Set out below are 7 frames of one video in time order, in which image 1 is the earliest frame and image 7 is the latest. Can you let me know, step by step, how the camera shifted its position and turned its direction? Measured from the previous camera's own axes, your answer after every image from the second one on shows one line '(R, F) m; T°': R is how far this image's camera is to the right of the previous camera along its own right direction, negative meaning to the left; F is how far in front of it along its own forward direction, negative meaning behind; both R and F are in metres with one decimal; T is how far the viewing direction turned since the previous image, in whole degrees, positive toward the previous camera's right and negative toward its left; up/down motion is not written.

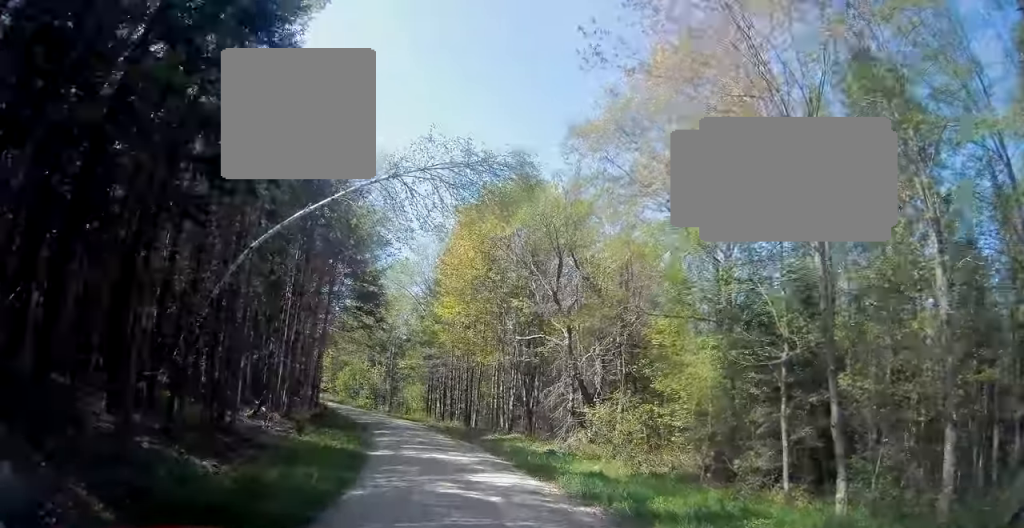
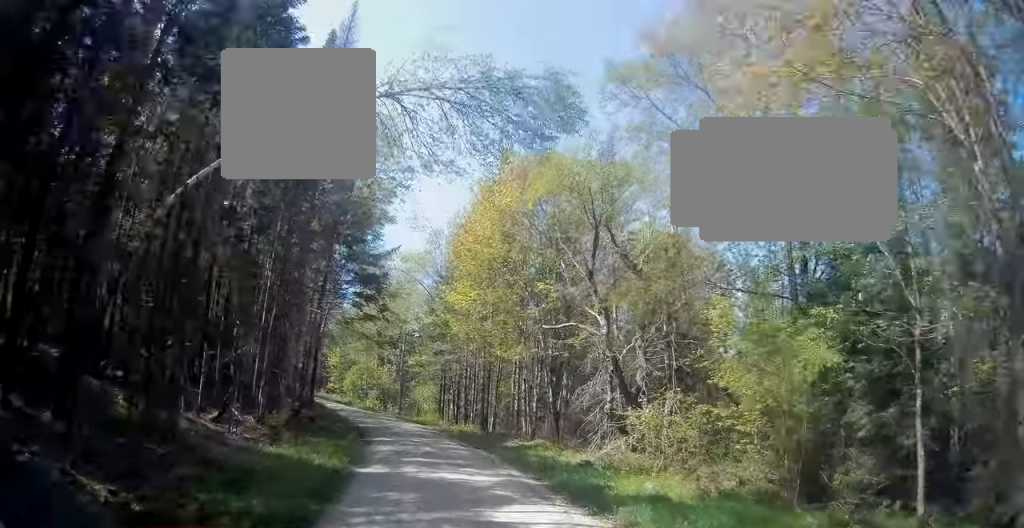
(-0.2, +4.3) m; -1°
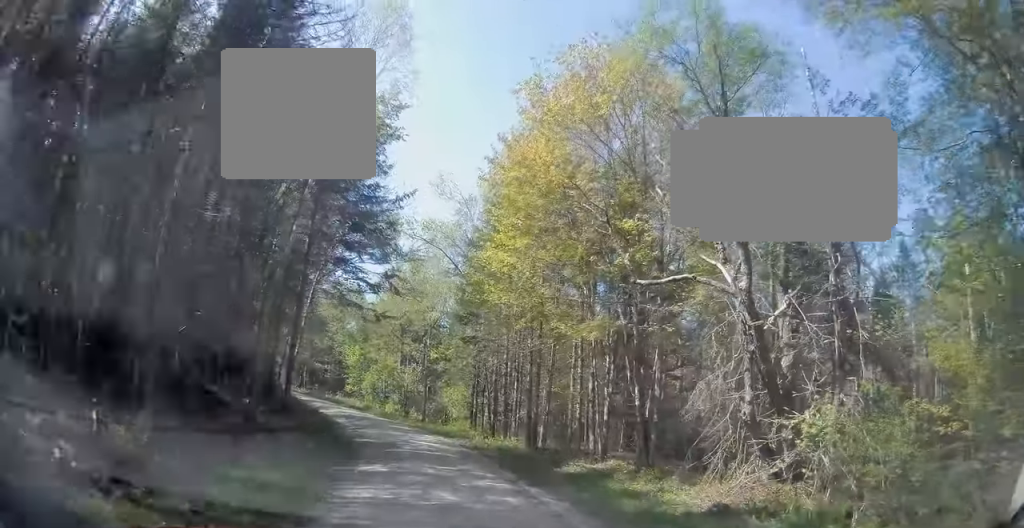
(-0.3, +8.9) m; -2°
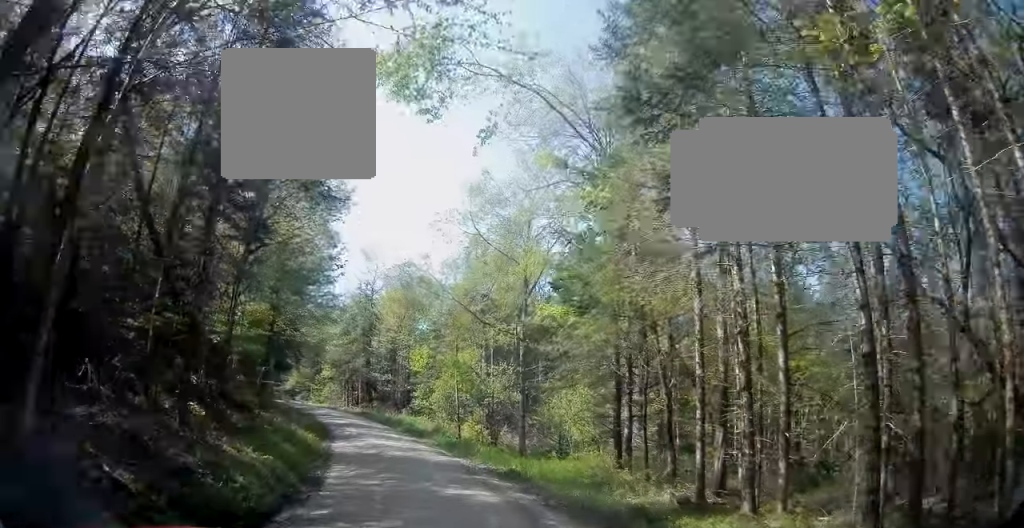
(-0.8, +18.4) m; -8°
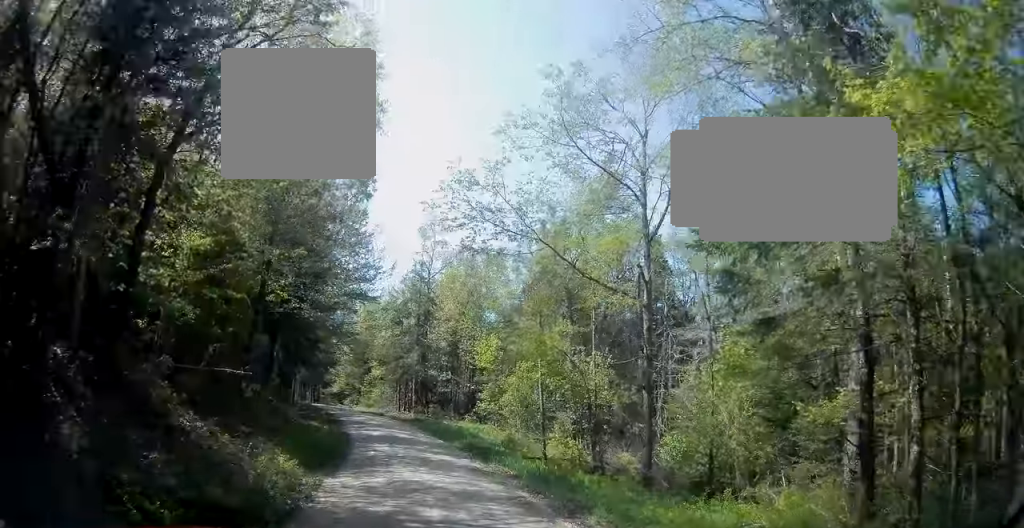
(-0.5, +10.3) m; -4°
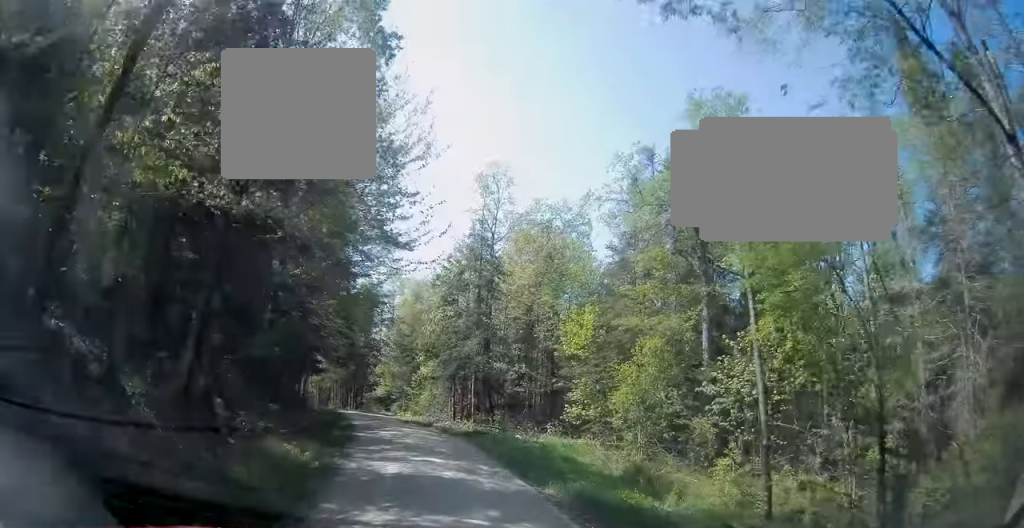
(-0.8, +12.3) m; -9°
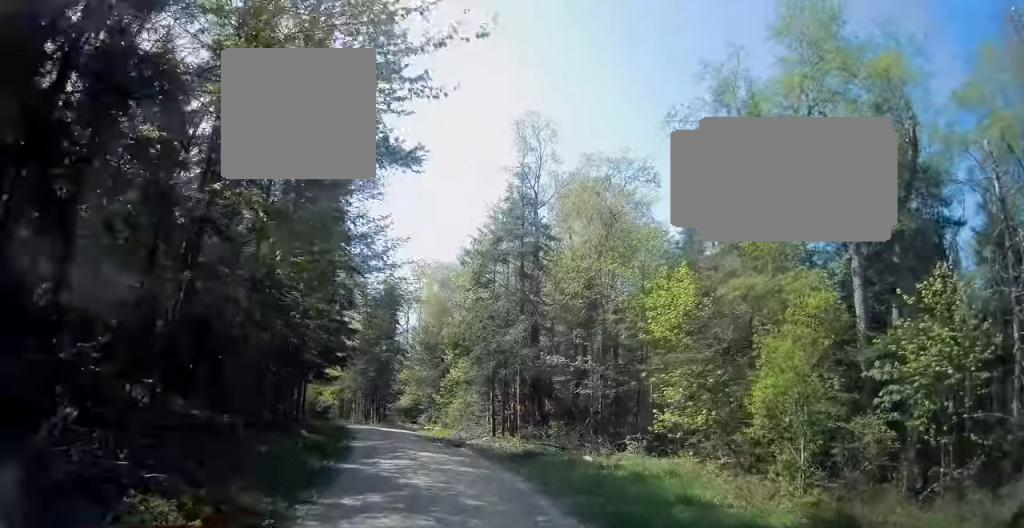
(-0.6, +8.8) m; -4°
